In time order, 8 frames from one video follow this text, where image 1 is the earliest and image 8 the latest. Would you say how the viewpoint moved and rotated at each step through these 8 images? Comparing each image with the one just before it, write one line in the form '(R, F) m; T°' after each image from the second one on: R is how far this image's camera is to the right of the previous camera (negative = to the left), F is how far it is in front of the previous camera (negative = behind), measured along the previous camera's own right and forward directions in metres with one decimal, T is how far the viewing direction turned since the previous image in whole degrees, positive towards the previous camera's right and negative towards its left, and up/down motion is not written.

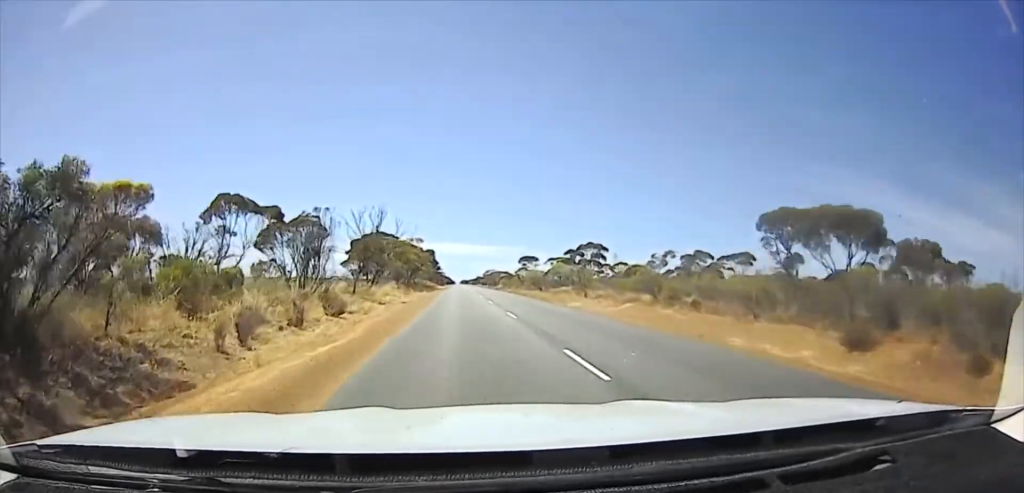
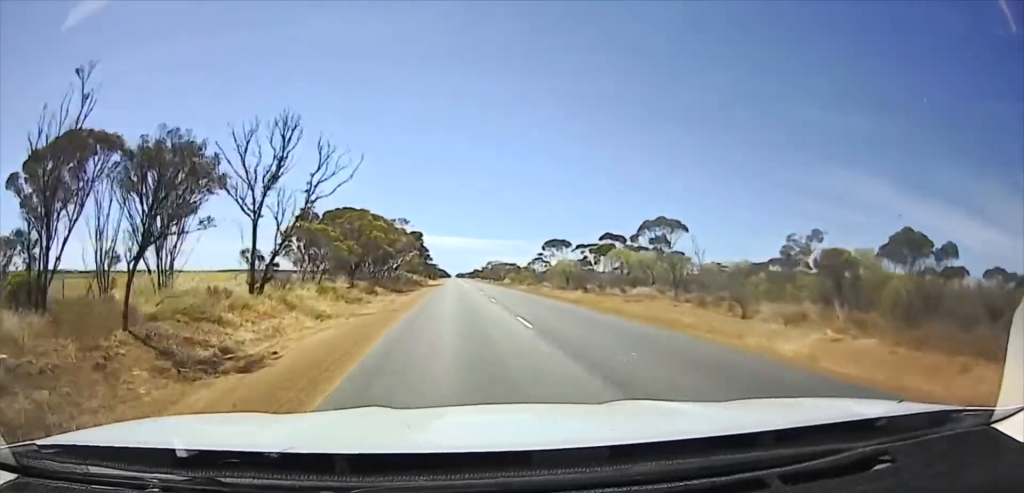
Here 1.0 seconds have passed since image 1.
(0.0, +26.7) m; 0°
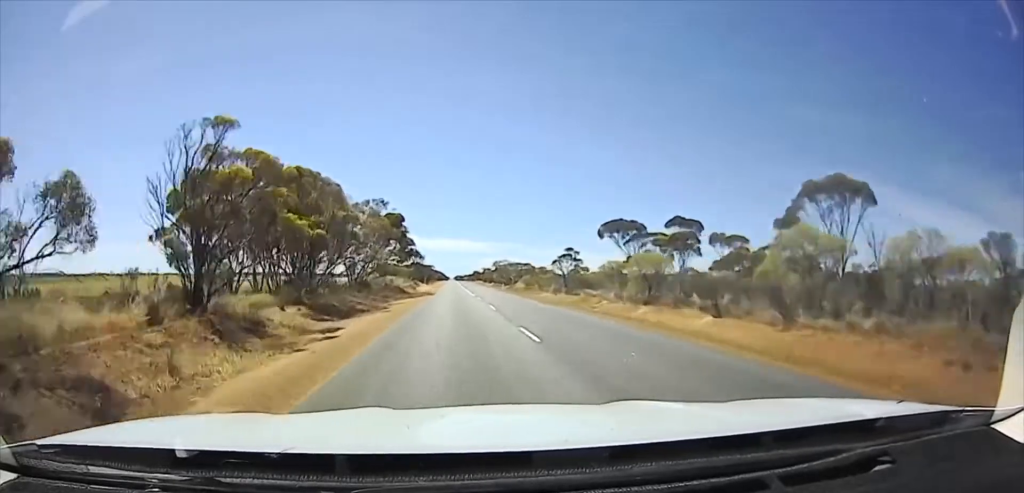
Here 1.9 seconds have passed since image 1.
(0.0, +25.0) m; 0°
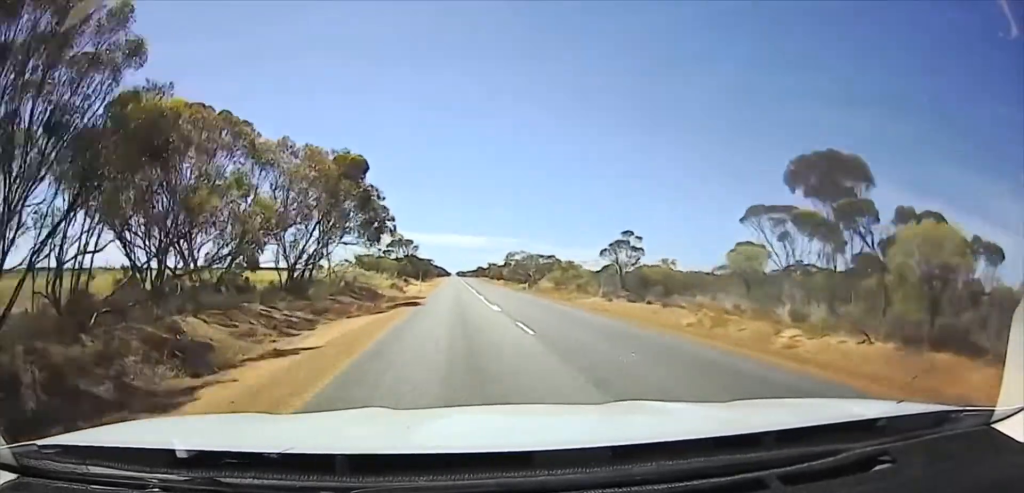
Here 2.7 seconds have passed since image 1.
(-0.1, +25.6) m; 0°
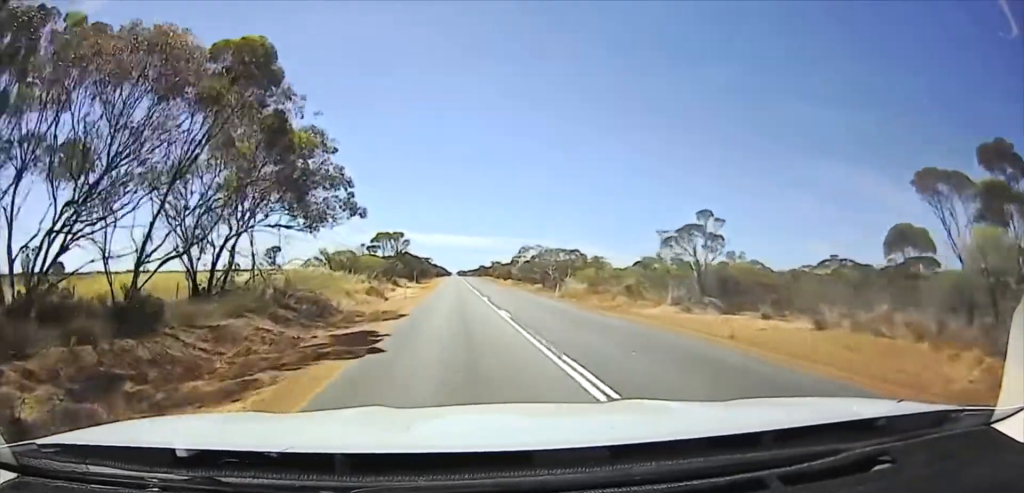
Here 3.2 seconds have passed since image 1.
(0.0, +17.0) m; 0°
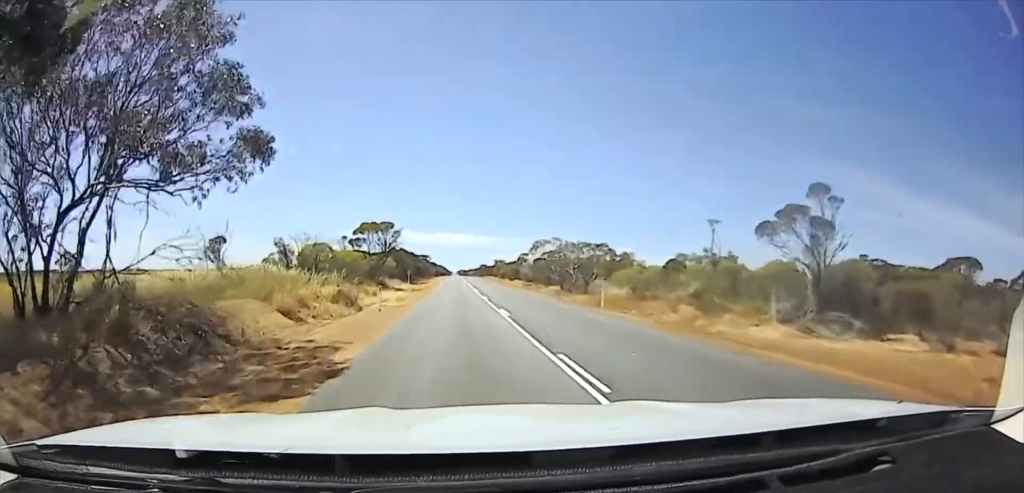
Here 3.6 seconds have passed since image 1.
(0.0, +12.9) m; 0°
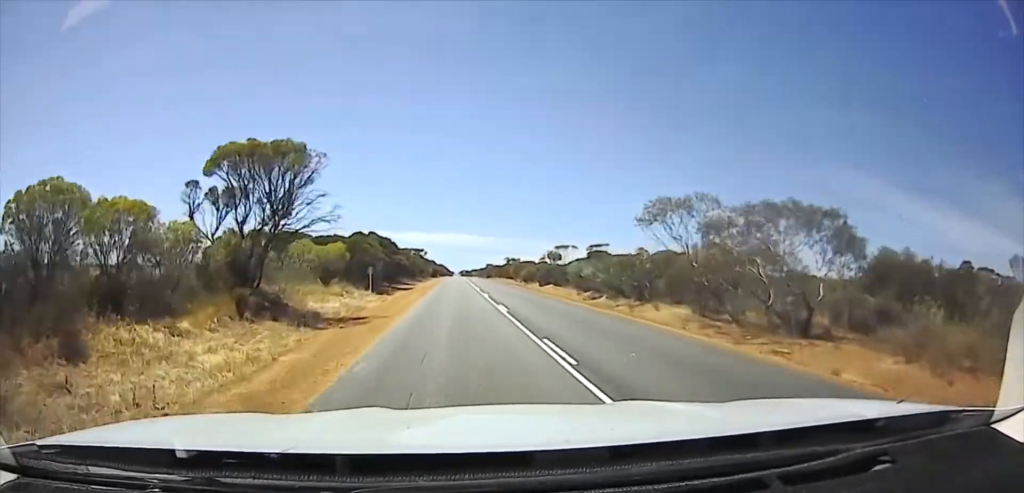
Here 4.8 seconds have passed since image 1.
(0.0, +38.4) m; 0°
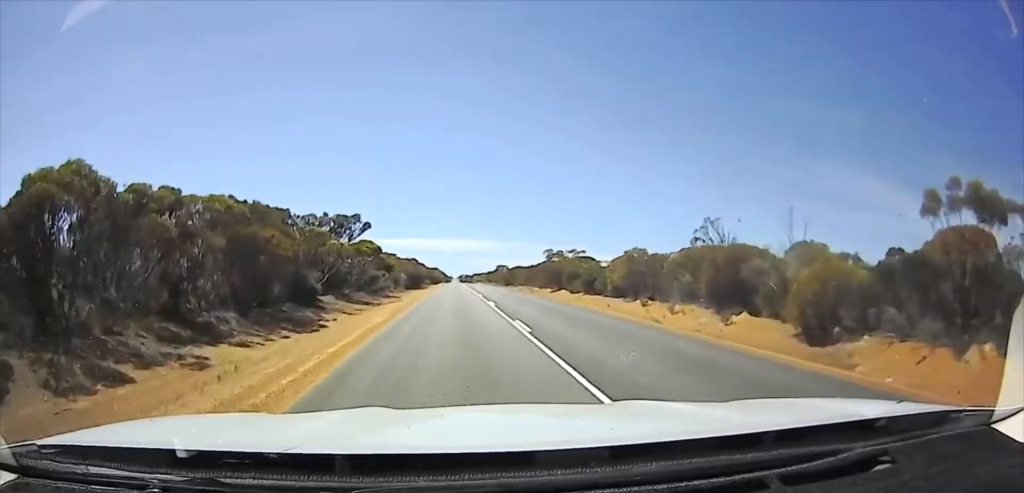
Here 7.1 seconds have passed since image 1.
(+0.1, +75.6) m; 0°
